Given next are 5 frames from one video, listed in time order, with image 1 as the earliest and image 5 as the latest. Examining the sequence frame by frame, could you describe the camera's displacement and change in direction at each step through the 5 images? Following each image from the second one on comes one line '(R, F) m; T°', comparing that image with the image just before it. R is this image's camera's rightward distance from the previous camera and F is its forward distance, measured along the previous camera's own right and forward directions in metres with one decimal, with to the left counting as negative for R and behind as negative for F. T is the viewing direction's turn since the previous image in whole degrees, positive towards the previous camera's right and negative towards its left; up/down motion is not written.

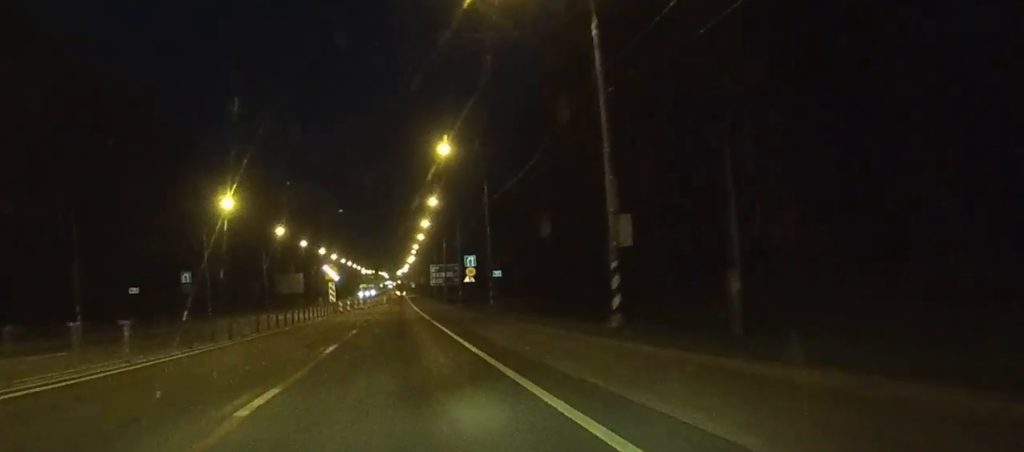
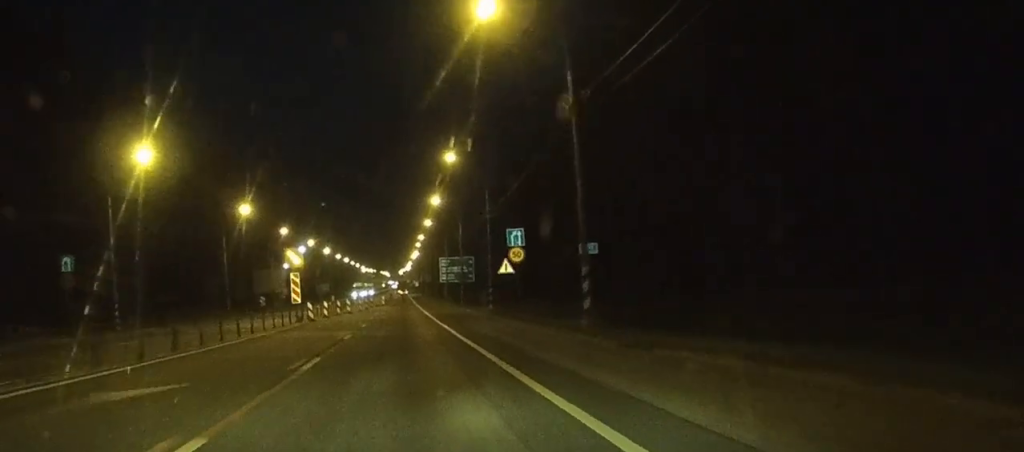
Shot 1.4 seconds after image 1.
(0.0, +29.1) m; 0°
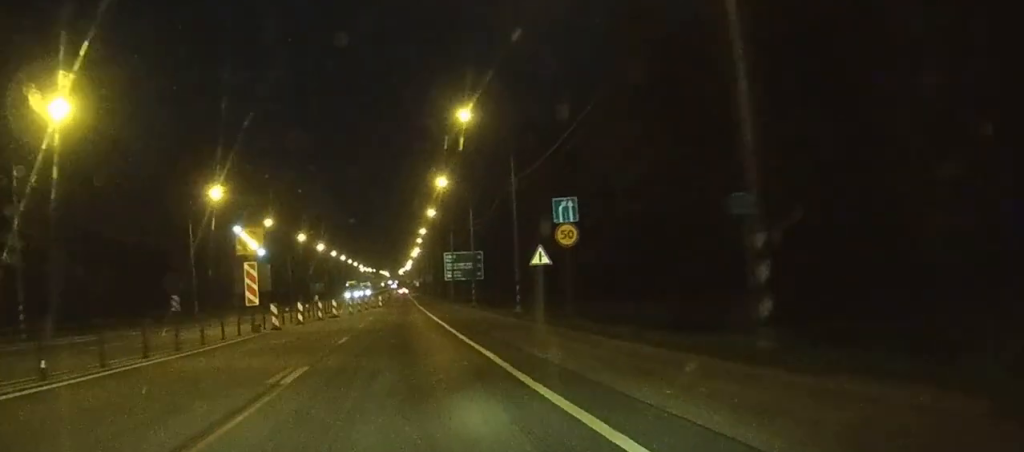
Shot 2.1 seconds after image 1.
(0.0, +14.7) m; 0°
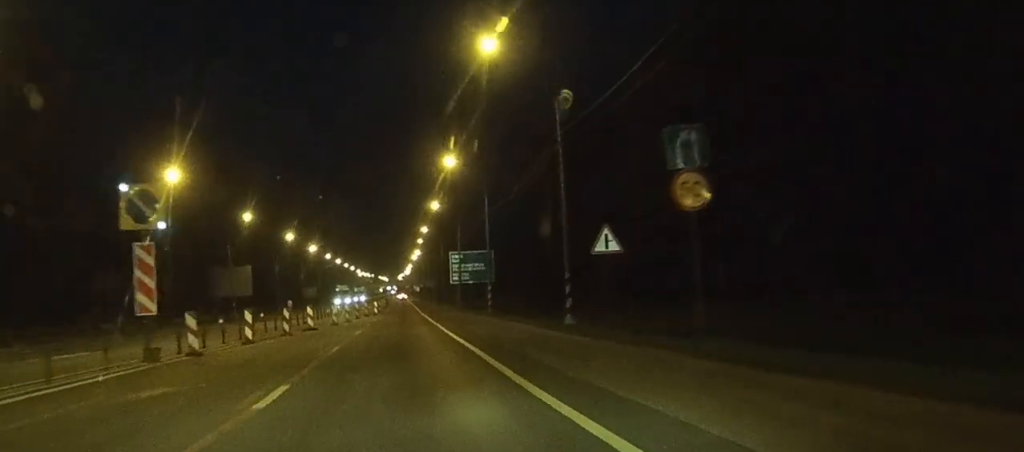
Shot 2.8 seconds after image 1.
(0.0, +14.6) m; 0°
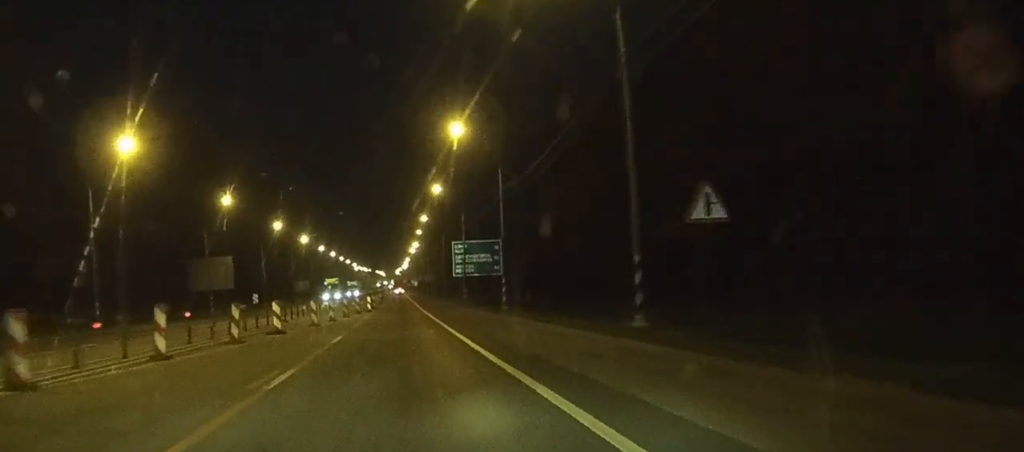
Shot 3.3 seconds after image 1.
(0.0, +10.3) m; 0°
